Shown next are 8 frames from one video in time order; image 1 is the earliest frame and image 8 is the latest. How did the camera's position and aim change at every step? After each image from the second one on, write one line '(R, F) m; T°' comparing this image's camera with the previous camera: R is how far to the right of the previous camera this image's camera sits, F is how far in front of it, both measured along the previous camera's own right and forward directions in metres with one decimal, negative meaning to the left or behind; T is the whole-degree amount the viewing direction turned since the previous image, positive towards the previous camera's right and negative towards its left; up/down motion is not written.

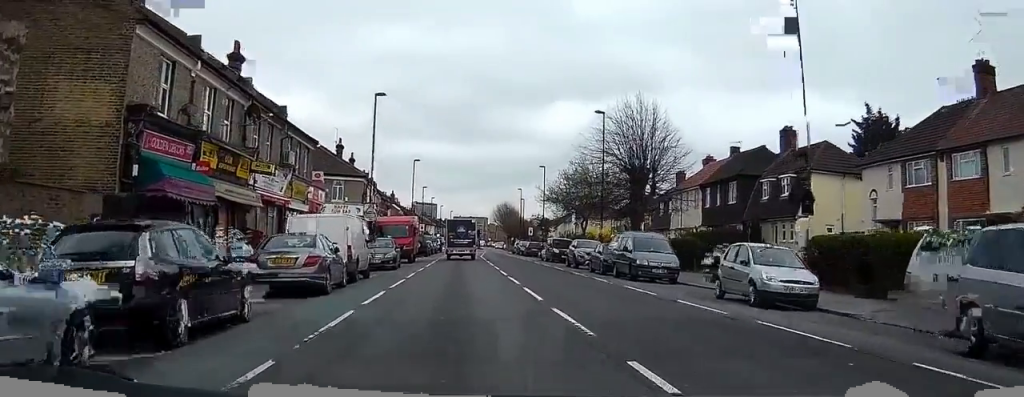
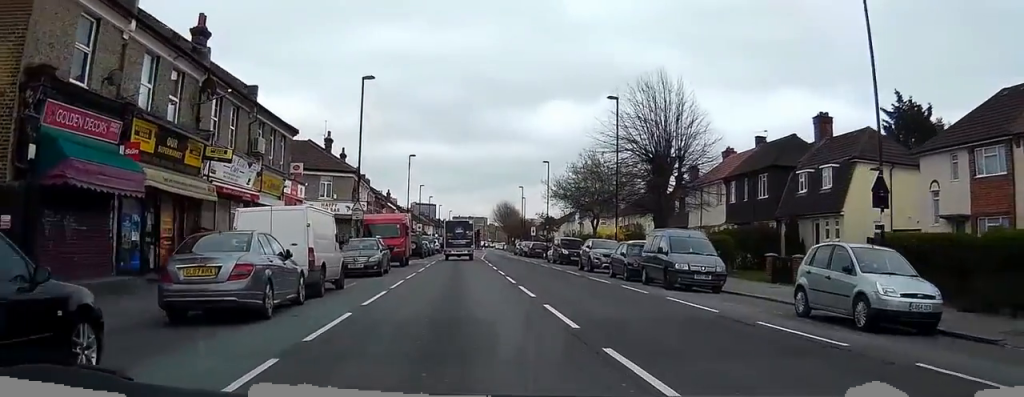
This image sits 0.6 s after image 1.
(0.0, +4.9) m; -1°
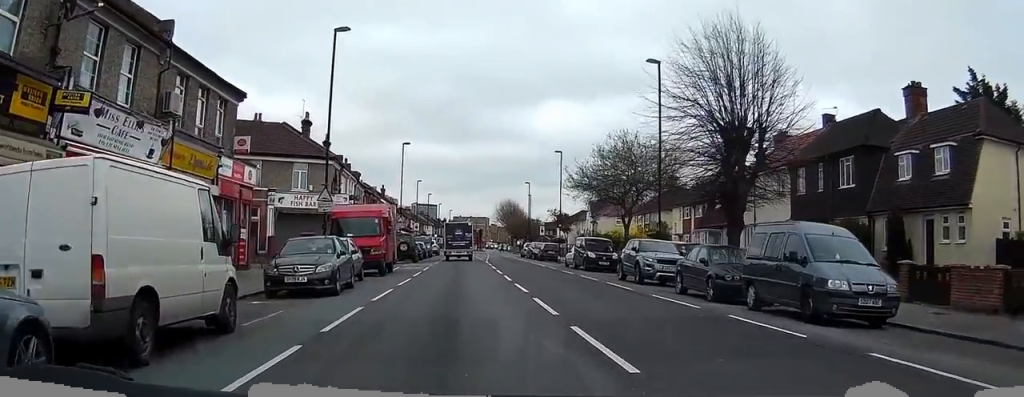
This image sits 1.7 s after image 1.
(0.0, +9.7) m; 0°
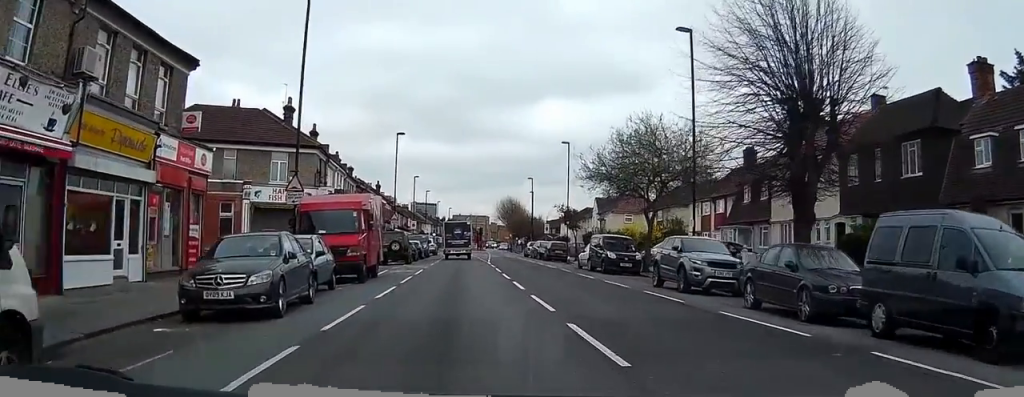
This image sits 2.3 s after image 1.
(0.0, +5.4) m; 0°
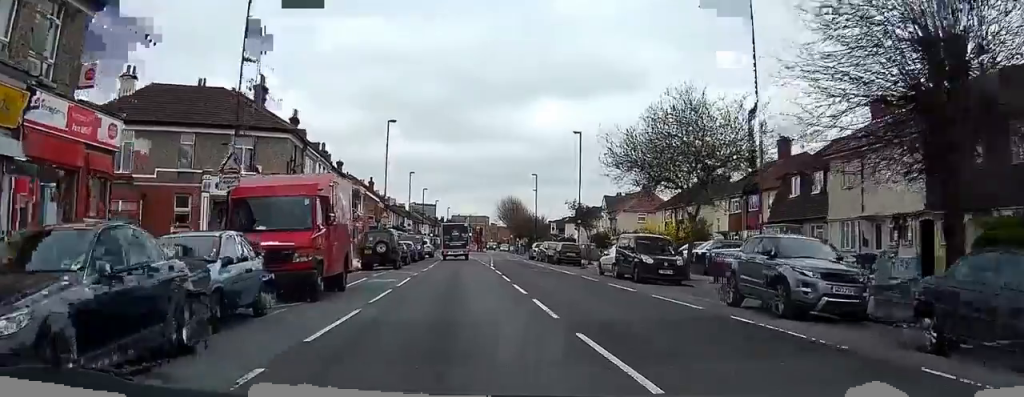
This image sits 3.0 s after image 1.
(0.0, +7.0) m; 0°
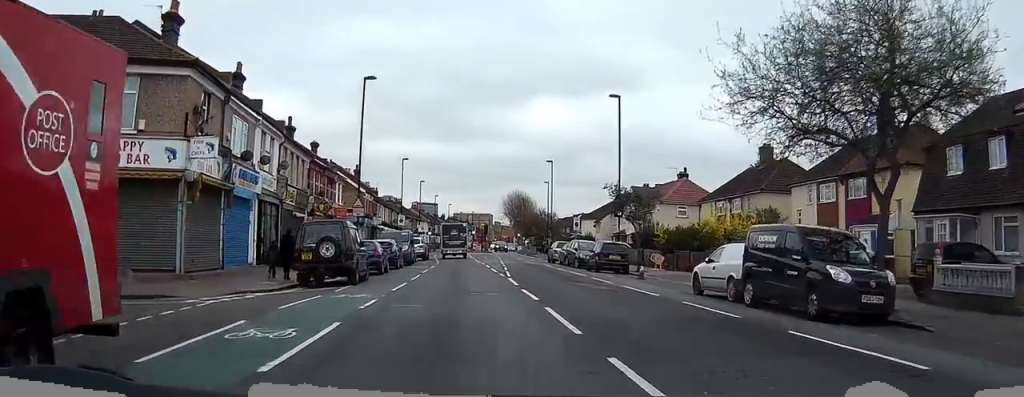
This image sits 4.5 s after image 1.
(0.0, +14.0) m; 0°
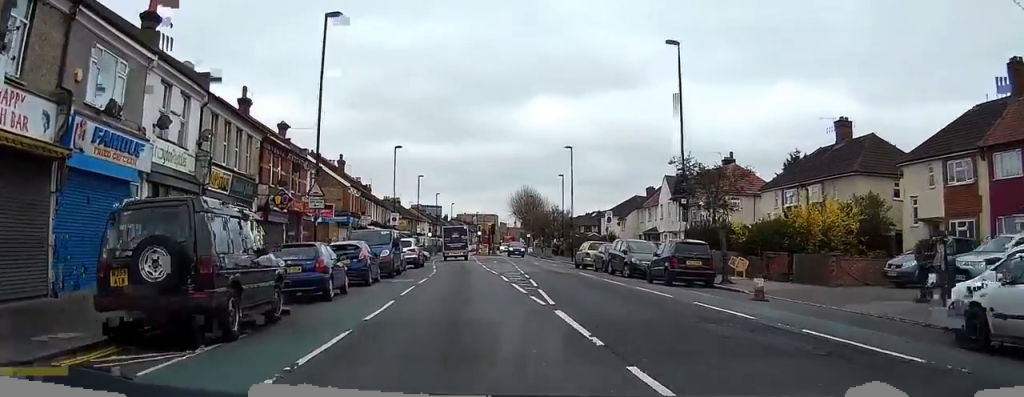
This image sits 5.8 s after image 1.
(0.0, +12.6) m; 0°
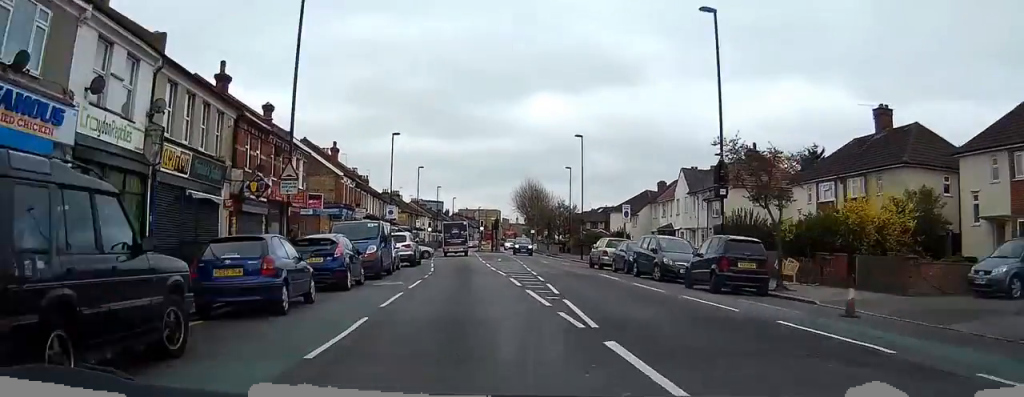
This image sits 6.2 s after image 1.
(0.0, +4.3) m; 0°
